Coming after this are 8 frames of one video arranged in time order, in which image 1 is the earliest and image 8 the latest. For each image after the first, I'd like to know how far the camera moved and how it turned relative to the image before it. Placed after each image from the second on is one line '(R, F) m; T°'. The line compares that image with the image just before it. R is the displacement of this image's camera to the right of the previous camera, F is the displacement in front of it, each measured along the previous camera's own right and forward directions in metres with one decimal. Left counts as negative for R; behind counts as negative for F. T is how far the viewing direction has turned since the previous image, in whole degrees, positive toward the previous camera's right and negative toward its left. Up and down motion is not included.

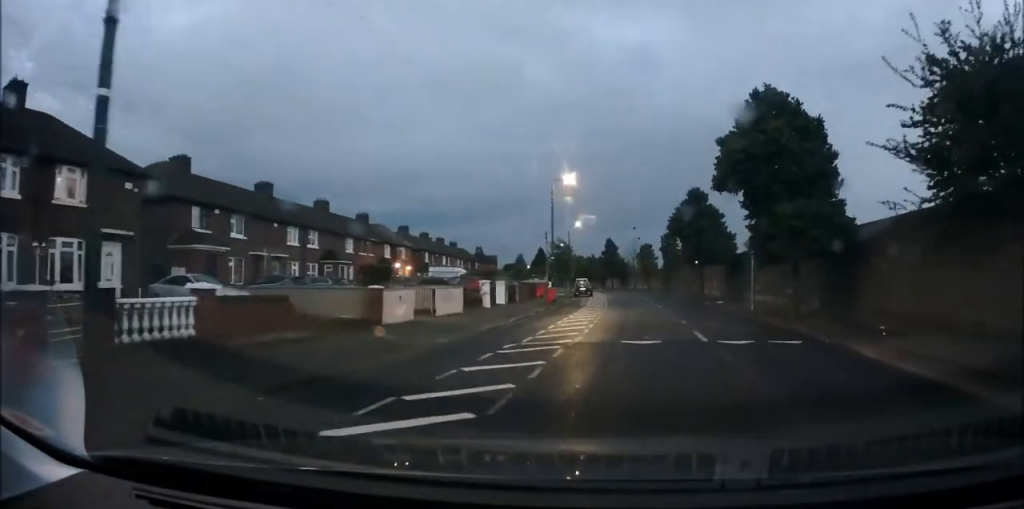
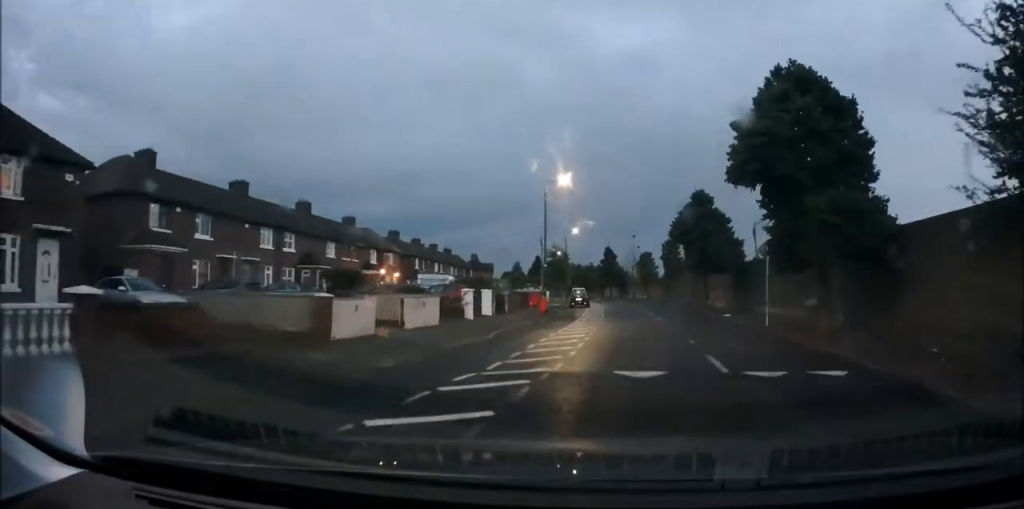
(+0.1, +3.0) m; 0°
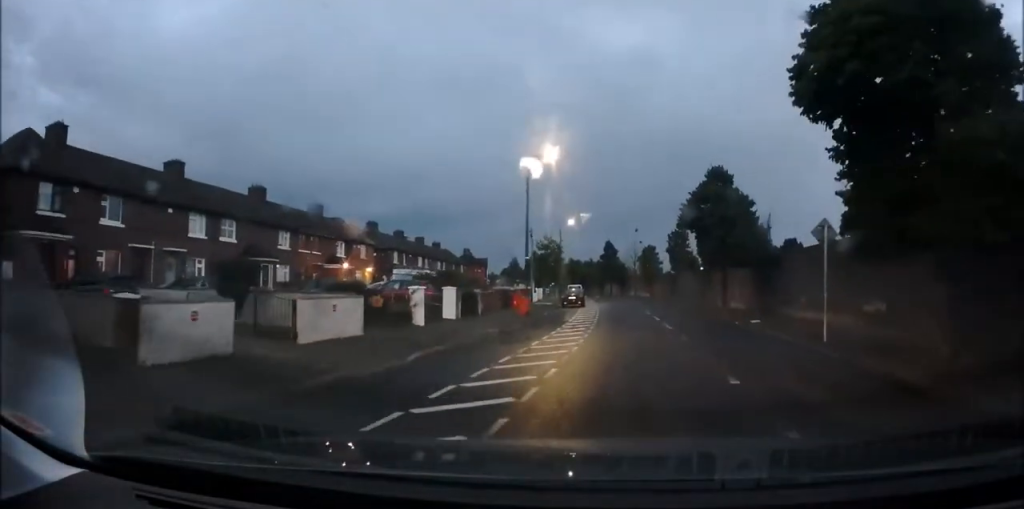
(-0.1, +7.0) m; 0°
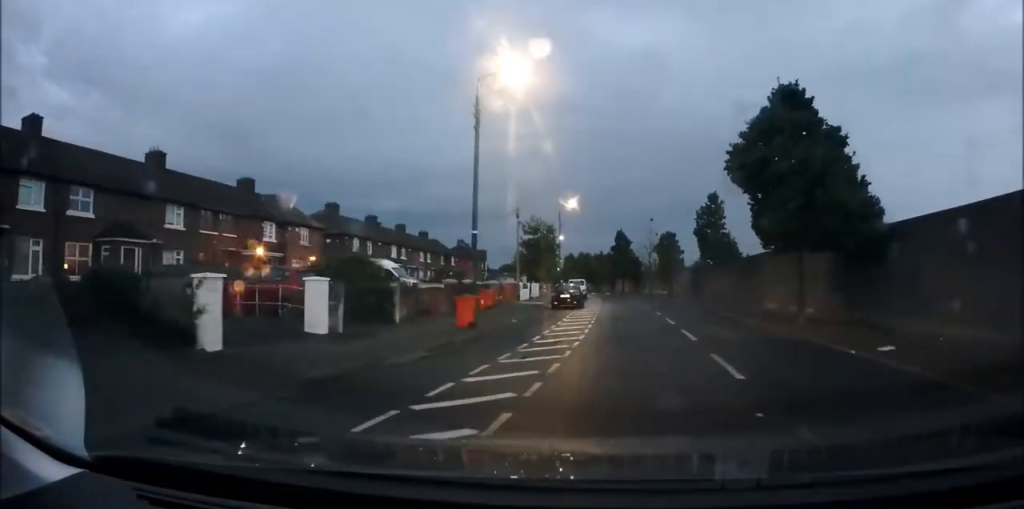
(+0.2, +13.0) m; +1°
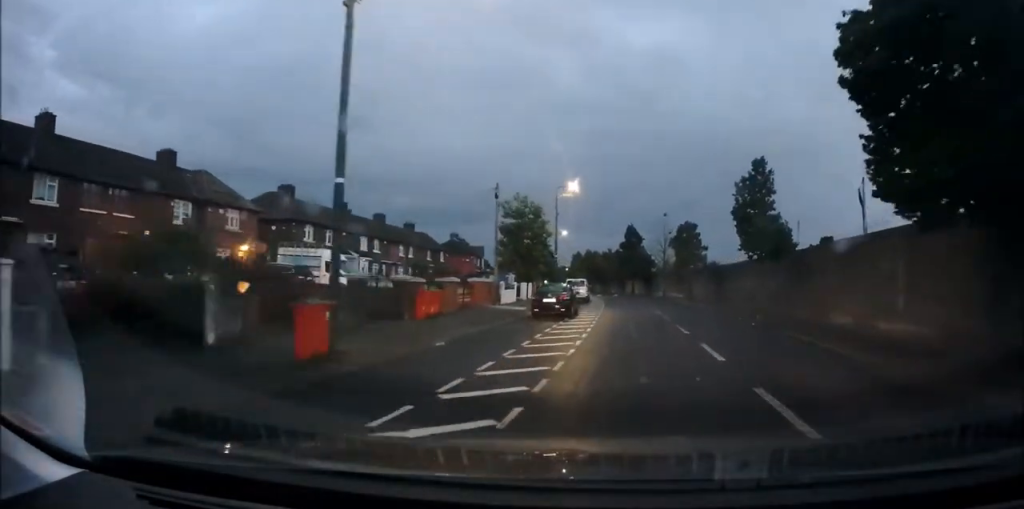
(-0.2, +10.1) m; -3°
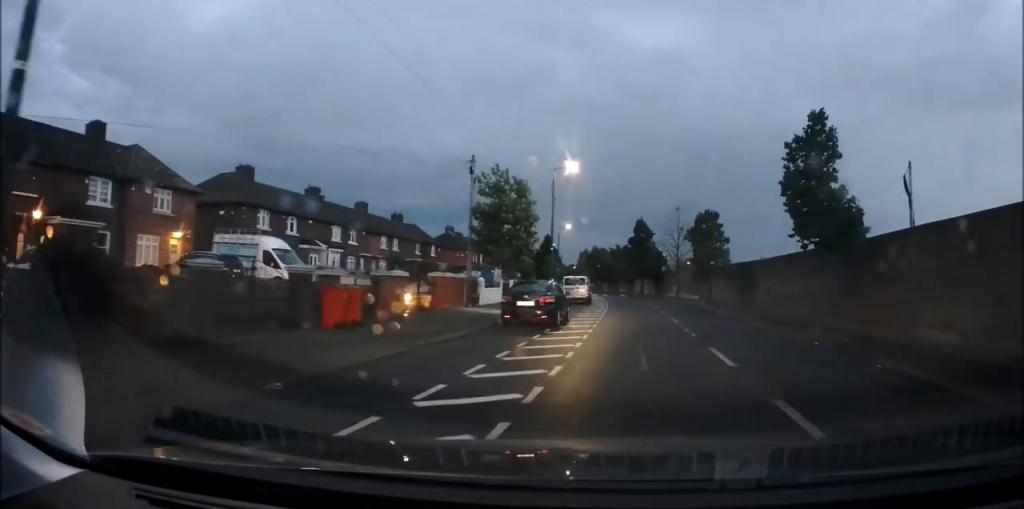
(-0.3, +6.7) m; -1°
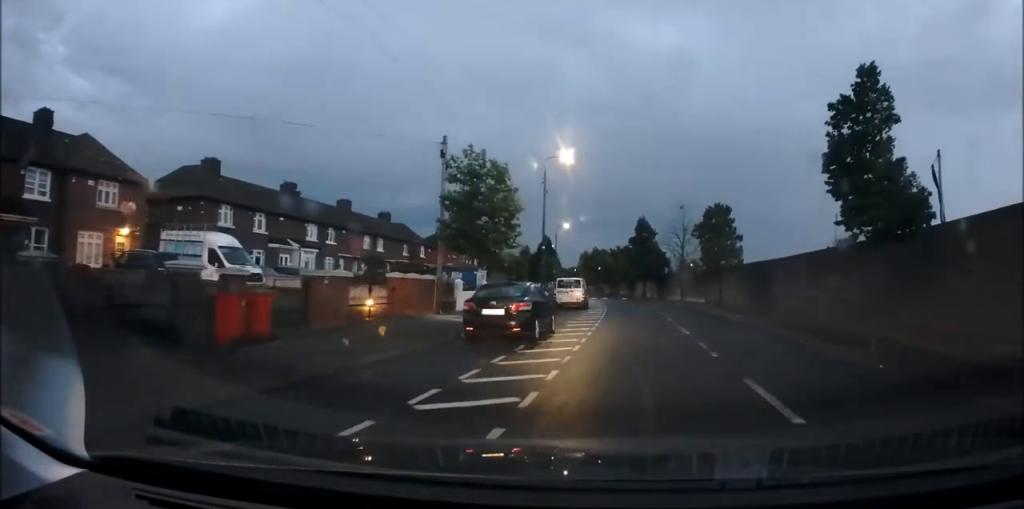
(0.0, +4.5) m; +1°
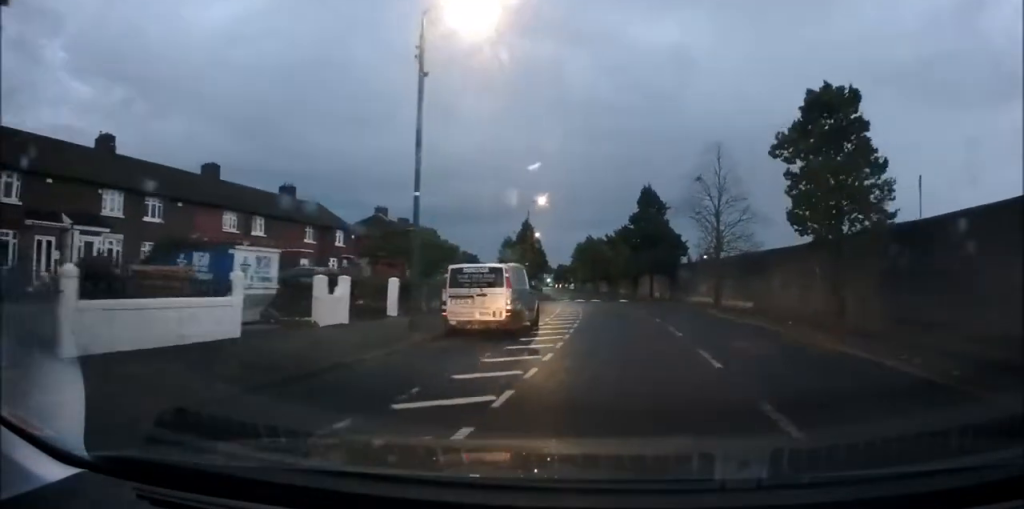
(+0.6, +19.8) m; -2°
